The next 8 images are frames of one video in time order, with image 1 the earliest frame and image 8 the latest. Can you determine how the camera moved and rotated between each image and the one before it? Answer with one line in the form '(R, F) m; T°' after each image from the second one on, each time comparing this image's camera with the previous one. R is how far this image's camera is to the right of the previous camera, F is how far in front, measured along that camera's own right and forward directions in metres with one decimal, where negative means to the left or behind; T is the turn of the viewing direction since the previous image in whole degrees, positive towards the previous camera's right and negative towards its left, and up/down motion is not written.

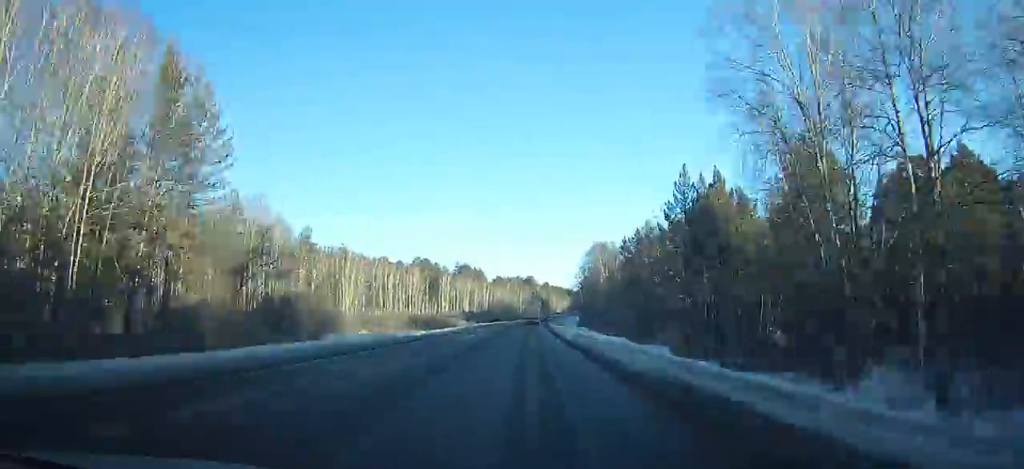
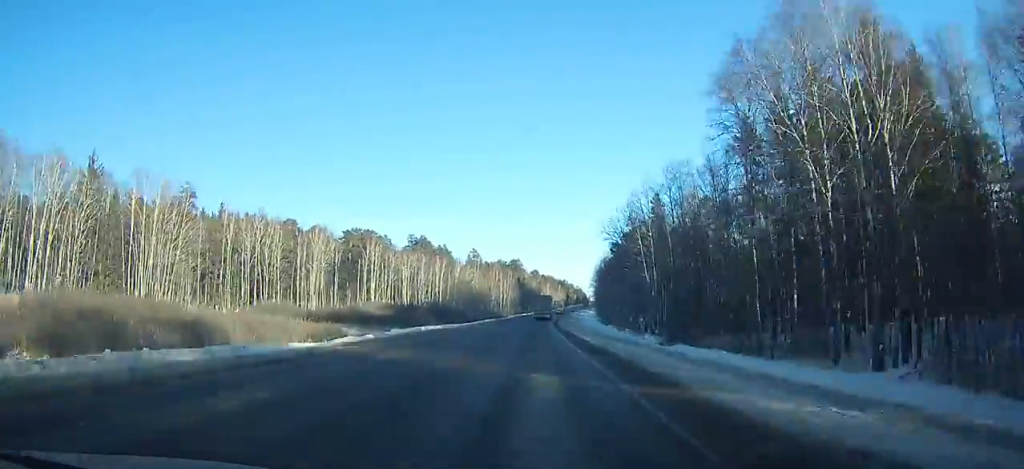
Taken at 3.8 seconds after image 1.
(+1.1, +88.4) m; +2°
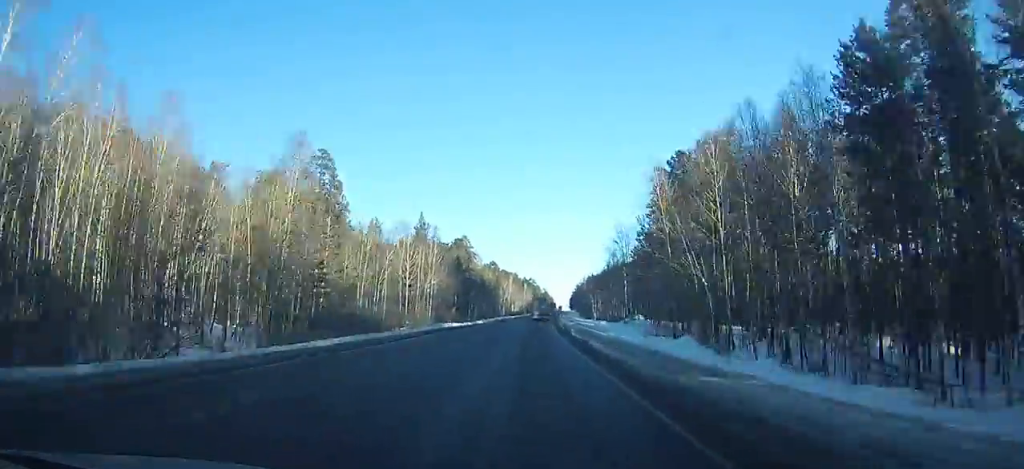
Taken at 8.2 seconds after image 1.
(+2.6, +101.9) m; +3°
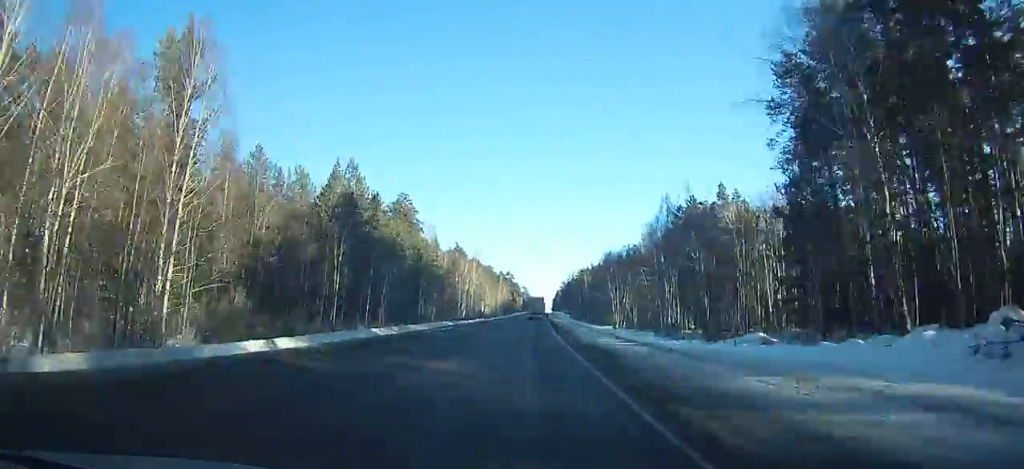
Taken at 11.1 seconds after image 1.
(+1.2, +67.5) m; +2°
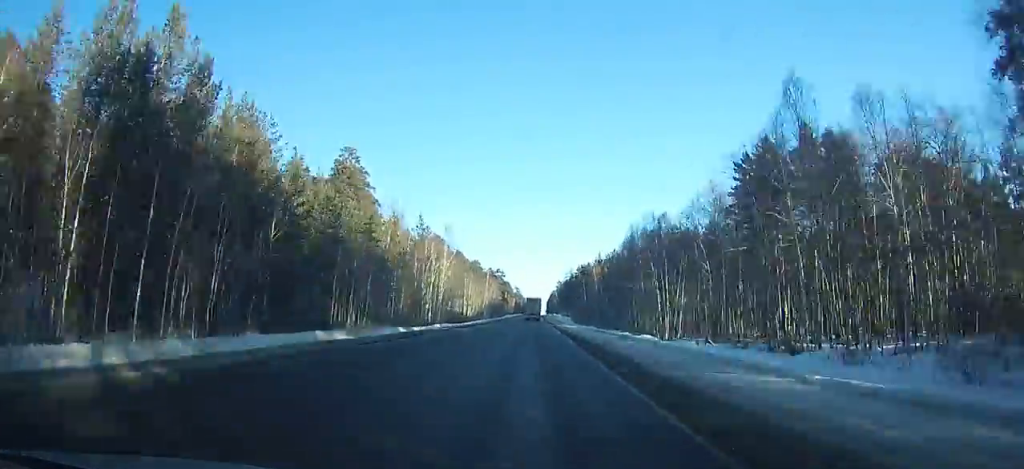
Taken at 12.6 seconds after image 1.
(+0.4, +35.4) m; +1°
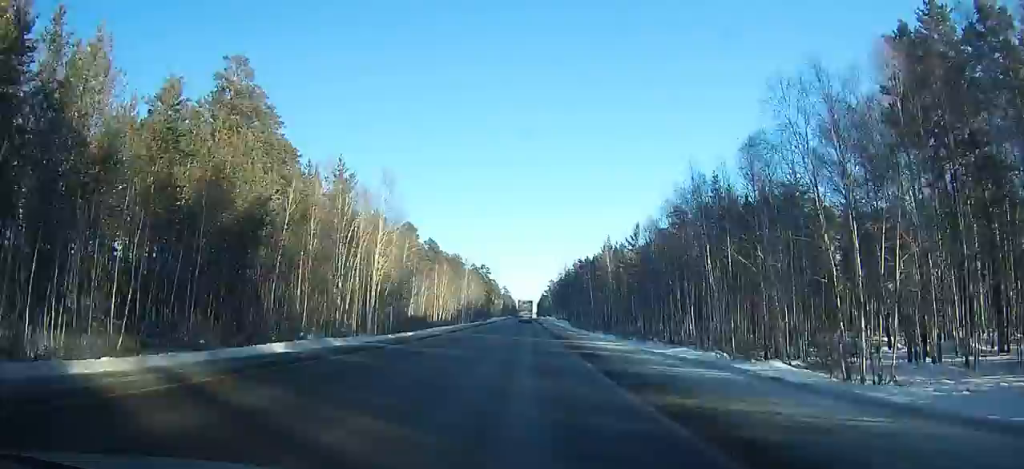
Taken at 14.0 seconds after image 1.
(+0.1, +33.1) m; +1°
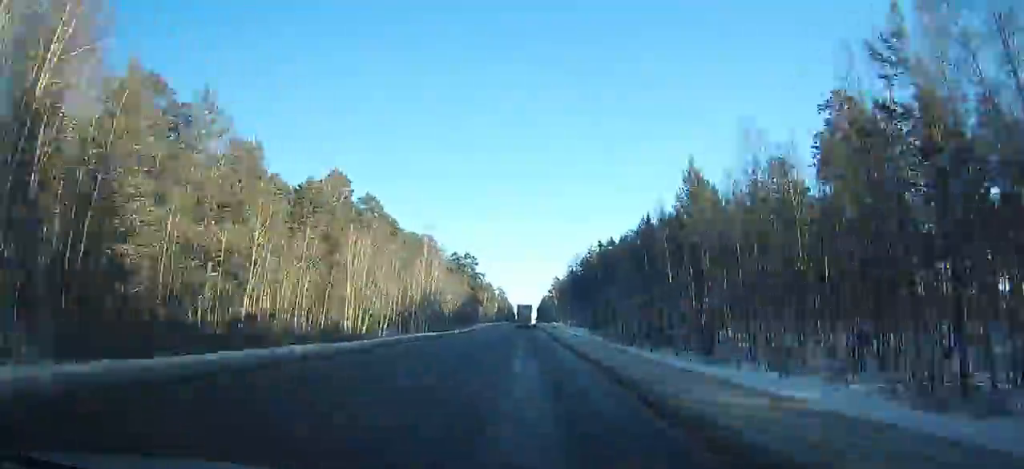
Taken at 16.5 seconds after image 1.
(+0.5, +60.0) m; 0°
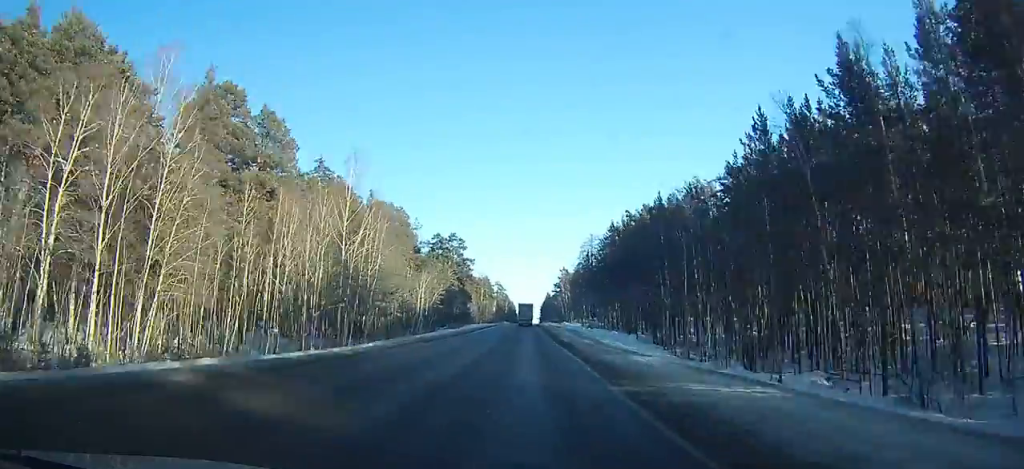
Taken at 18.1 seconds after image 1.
(+0.1, +38.9) m; 0°
